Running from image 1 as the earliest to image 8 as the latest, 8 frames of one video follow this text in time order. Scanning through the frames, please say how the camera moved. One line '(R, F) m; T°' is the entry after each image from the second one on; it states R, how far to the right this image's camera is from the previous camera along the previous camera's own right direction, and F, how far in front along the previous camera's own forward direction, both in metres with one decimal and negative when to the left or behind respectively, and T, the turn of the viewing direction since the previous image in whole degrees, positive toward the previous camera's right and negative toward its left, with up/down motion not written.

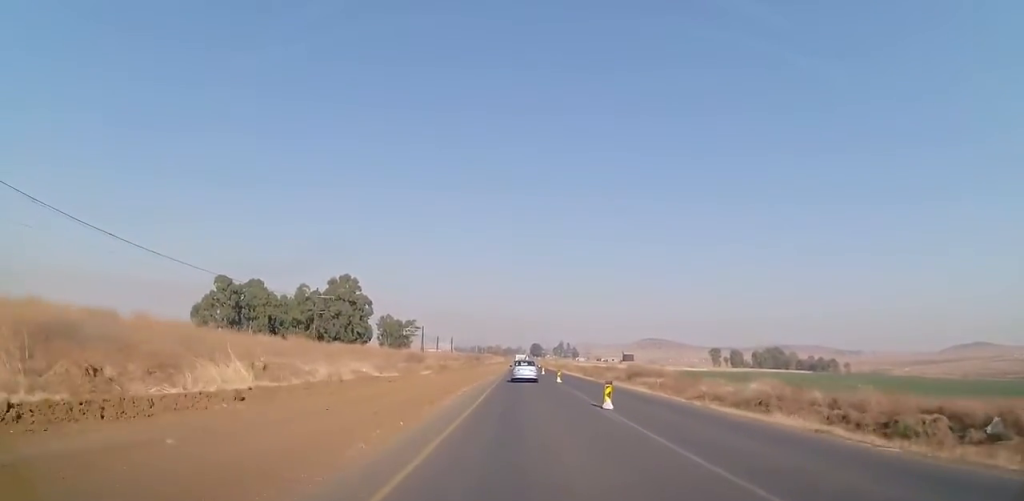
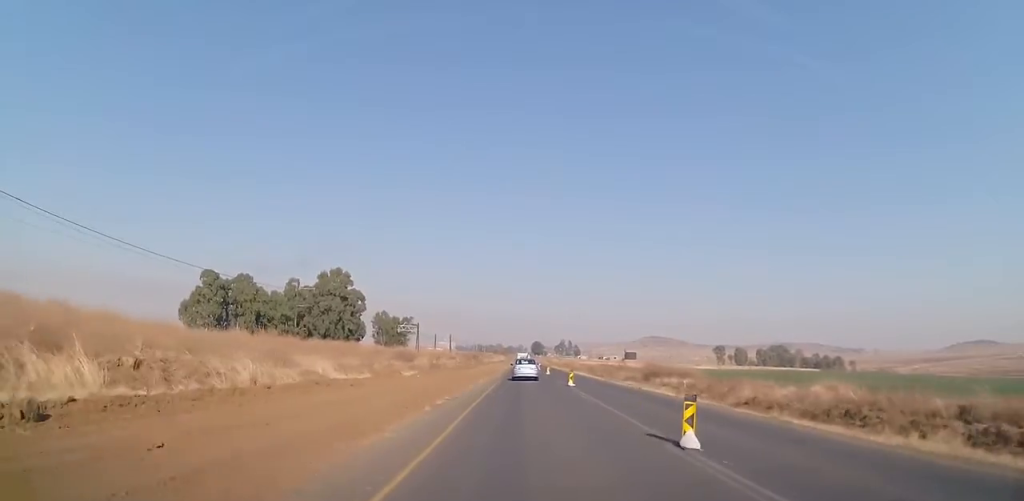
(0.0, +8.2) m; 0°
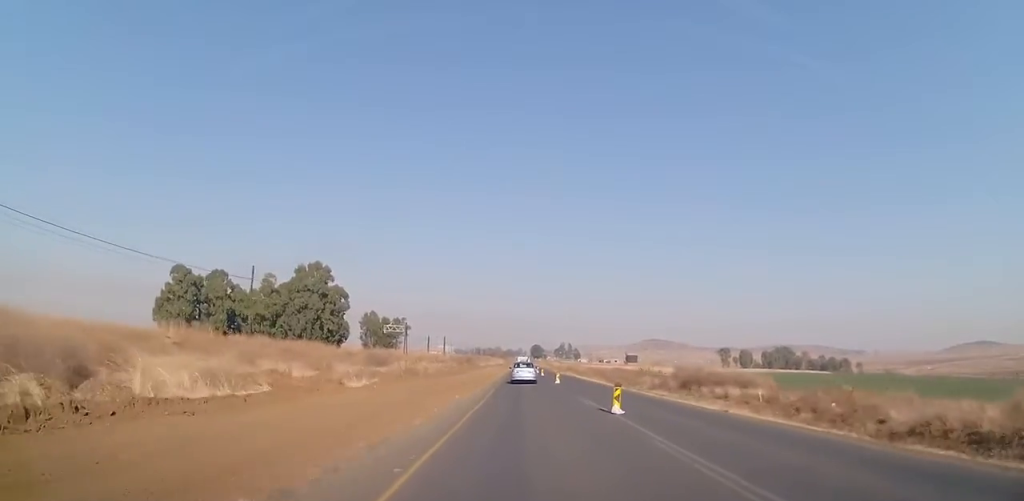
(-0.1, +14.3) m; 0°
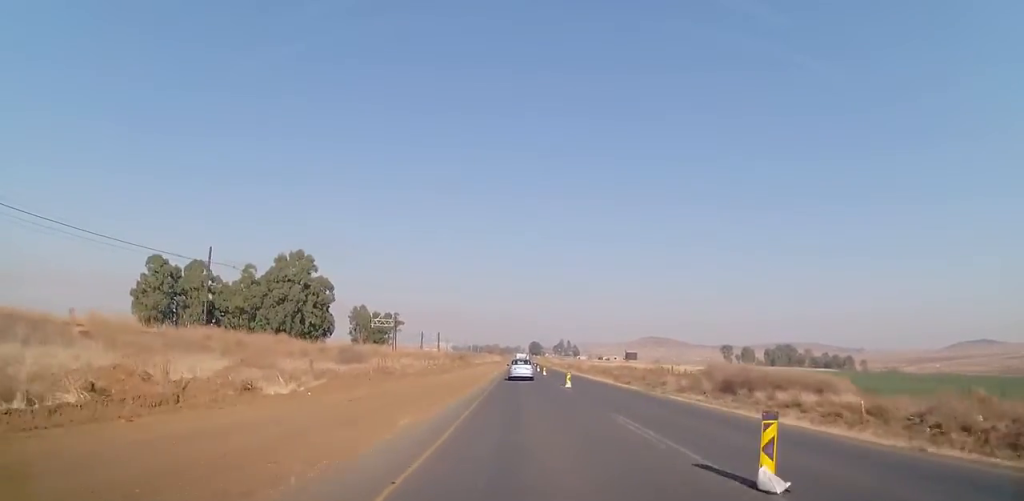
(0.0, +10.0) m; 0°
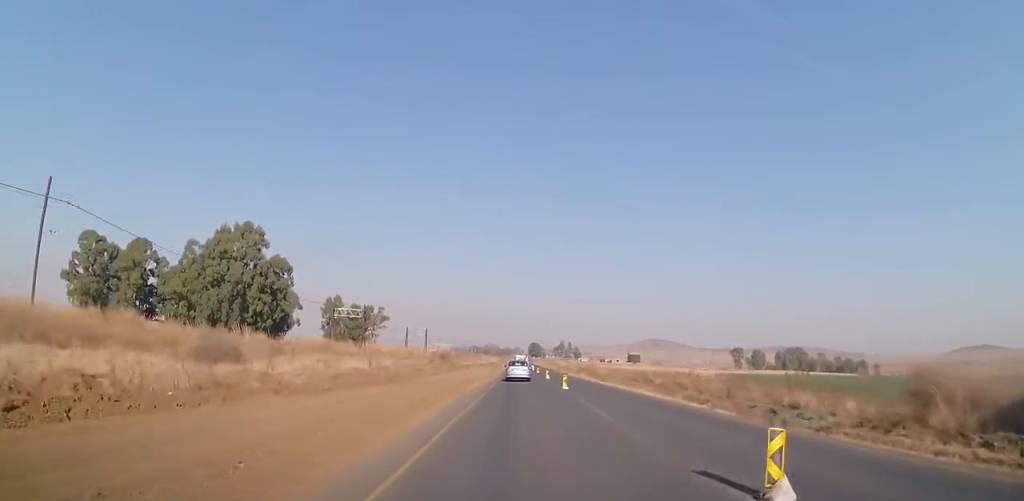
(0.0, +24.7) m; 0°
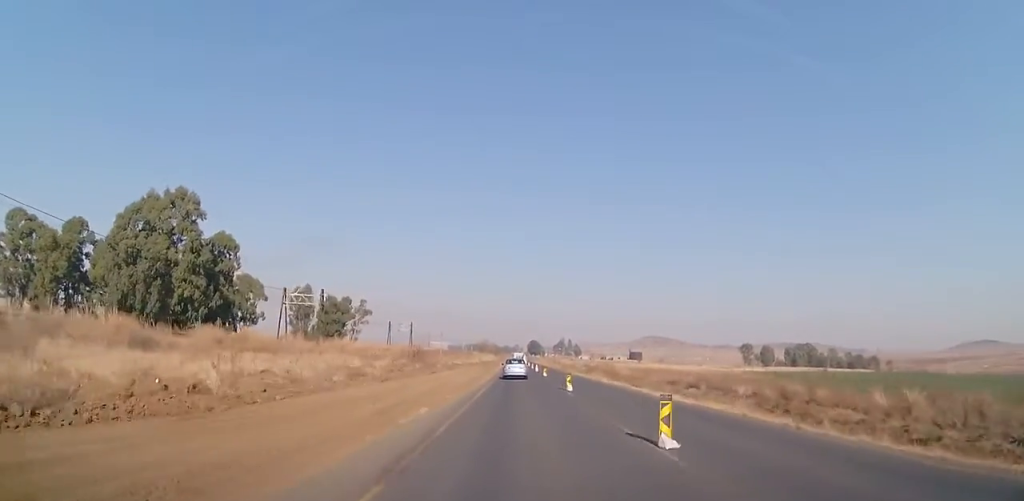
(0.0, +20.9) m; 0°
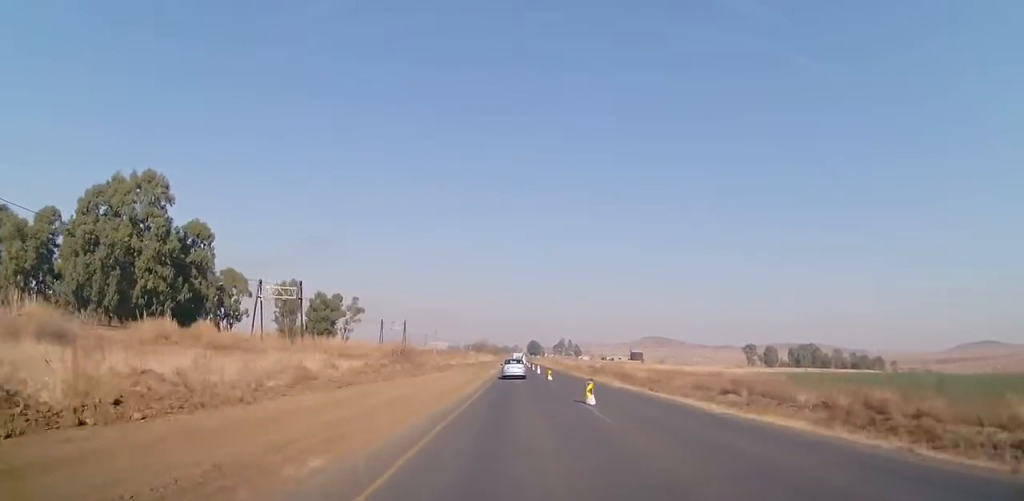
(0.0, +7.9) m; 0°
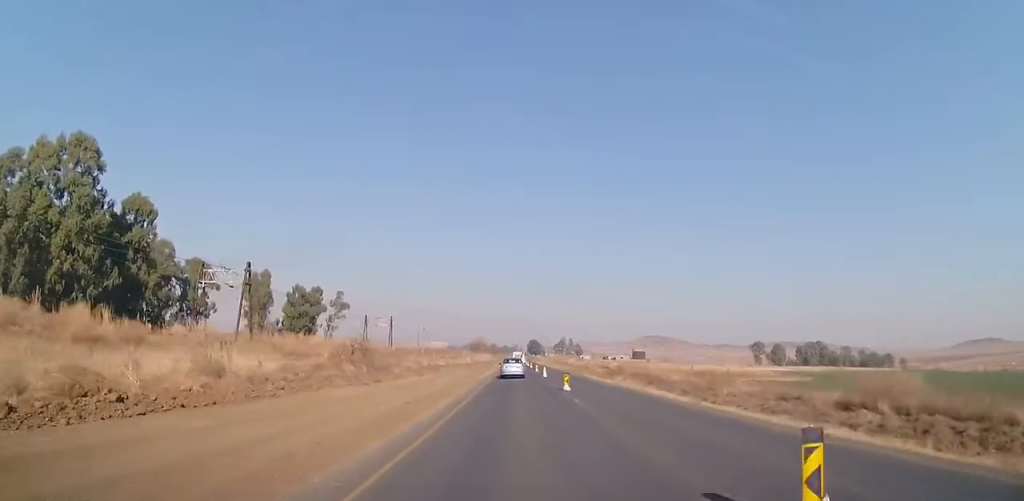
(0.0, +14.2) m; 0°
